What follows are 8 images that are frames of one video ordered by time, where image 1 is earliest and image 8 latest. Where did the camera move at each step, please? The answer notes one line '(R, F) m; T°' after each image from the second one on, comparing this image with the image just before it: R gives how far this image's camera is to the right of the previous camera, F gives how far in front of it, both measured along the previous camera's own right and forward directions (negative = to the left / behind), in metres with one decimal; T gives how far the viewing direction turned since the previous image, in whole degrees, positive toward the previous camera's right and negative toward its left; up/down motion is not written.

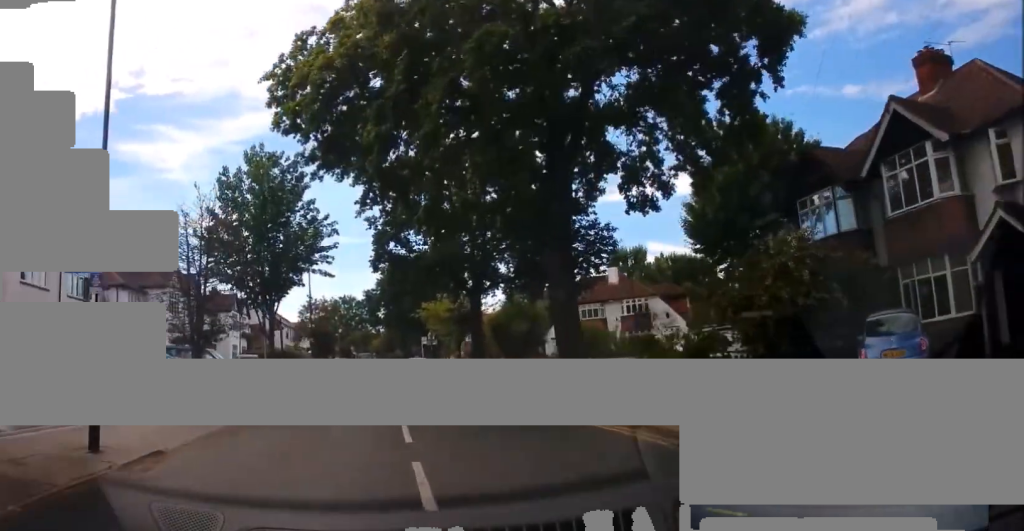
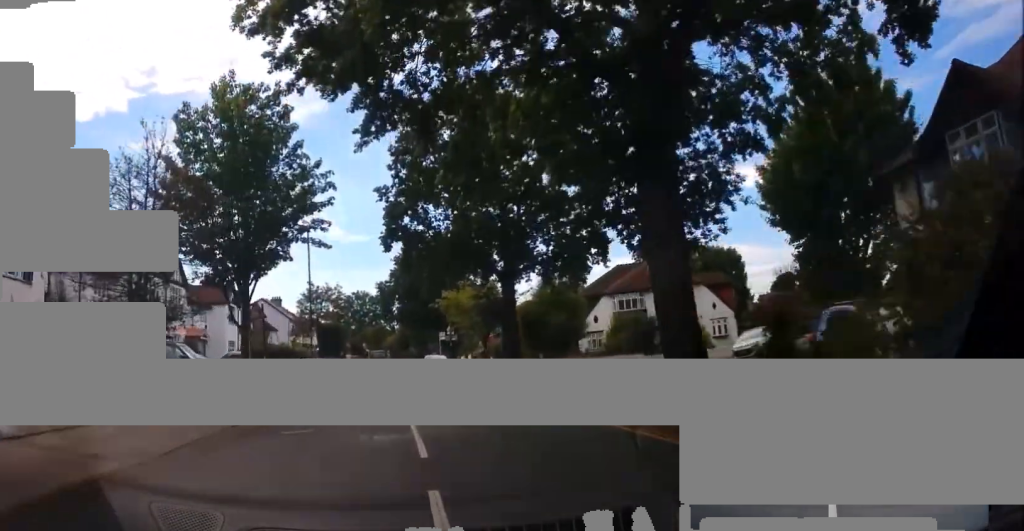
(+0.2, +6.3) m; -1°
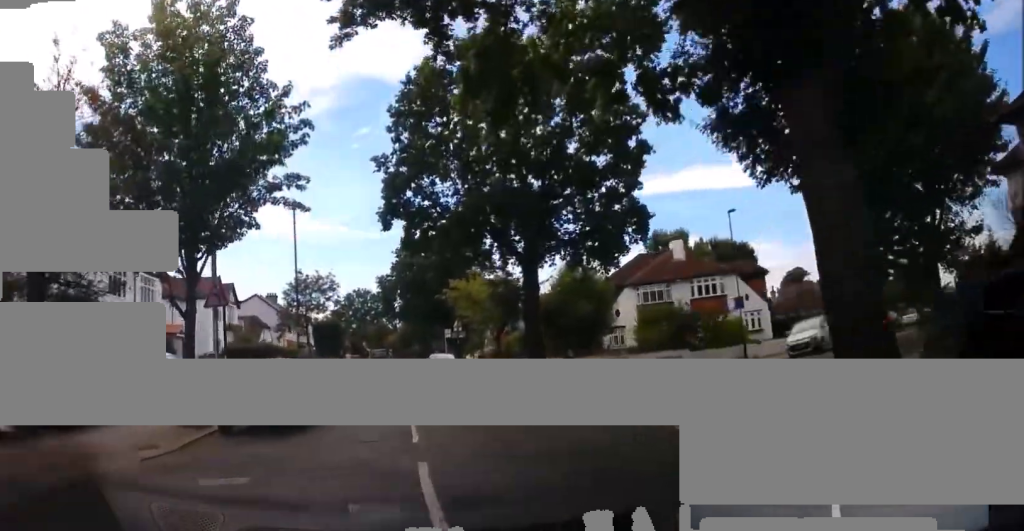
(-0.4, +5.0) m; -1°
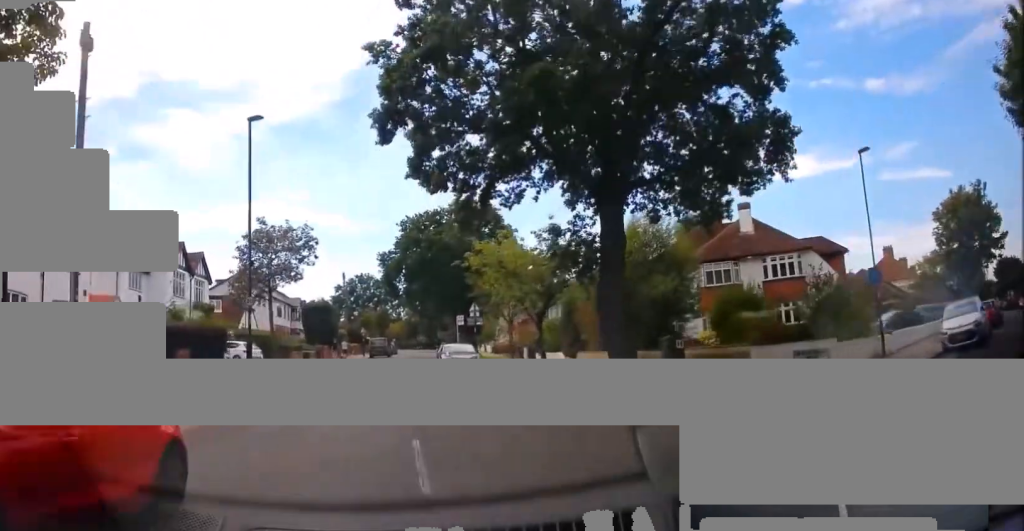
(+0.4, +10.5) m; +2°
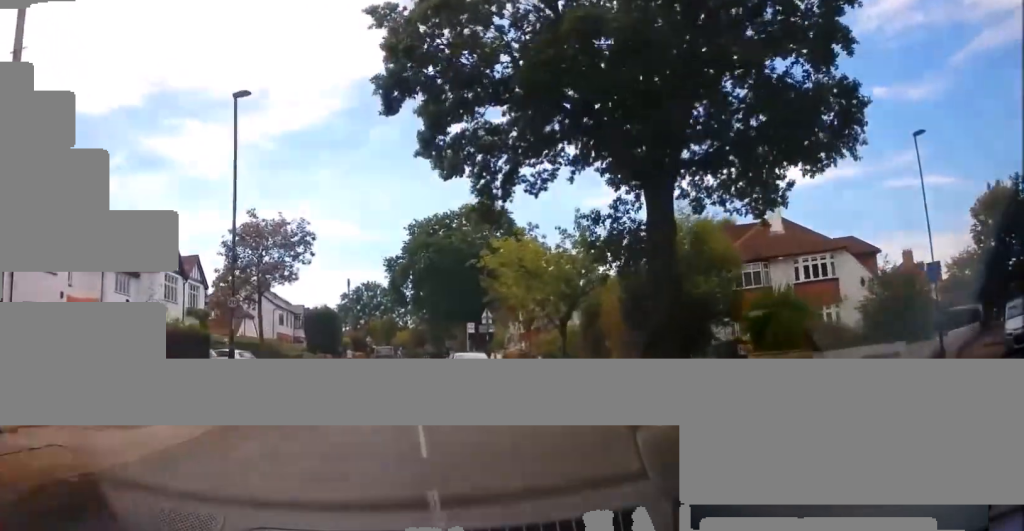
(-0.1, +3.1) m; 0°
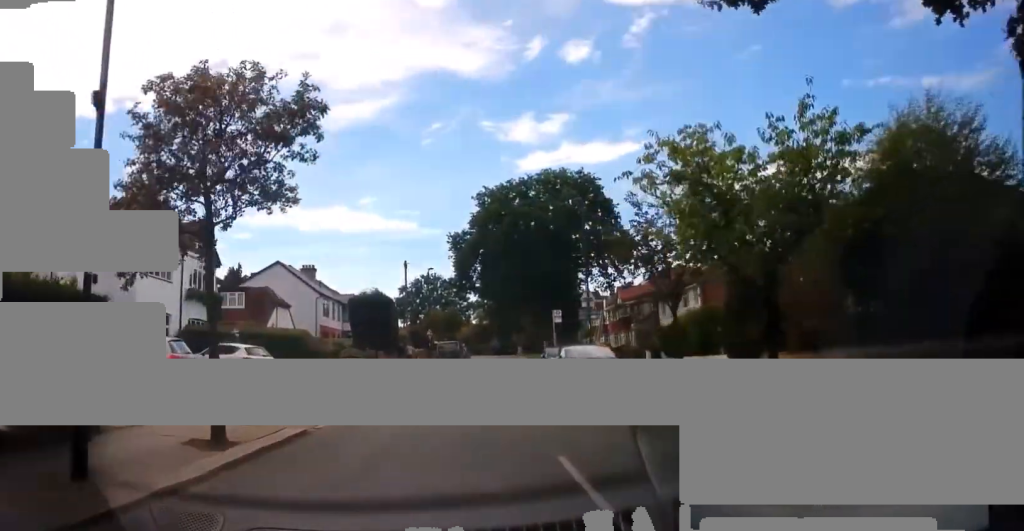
(-0.4, +12.1) m; -6°
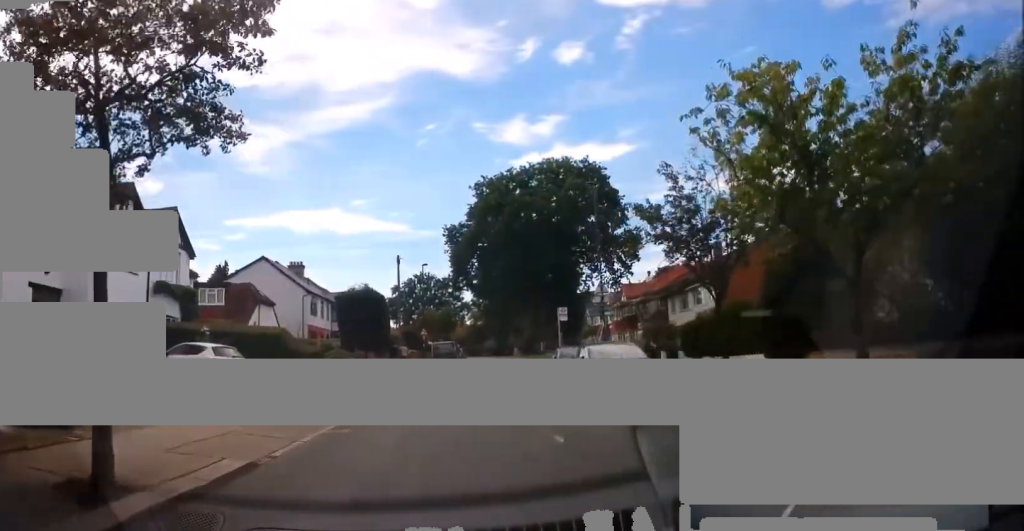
(-0.1, +3.7) m; -1°
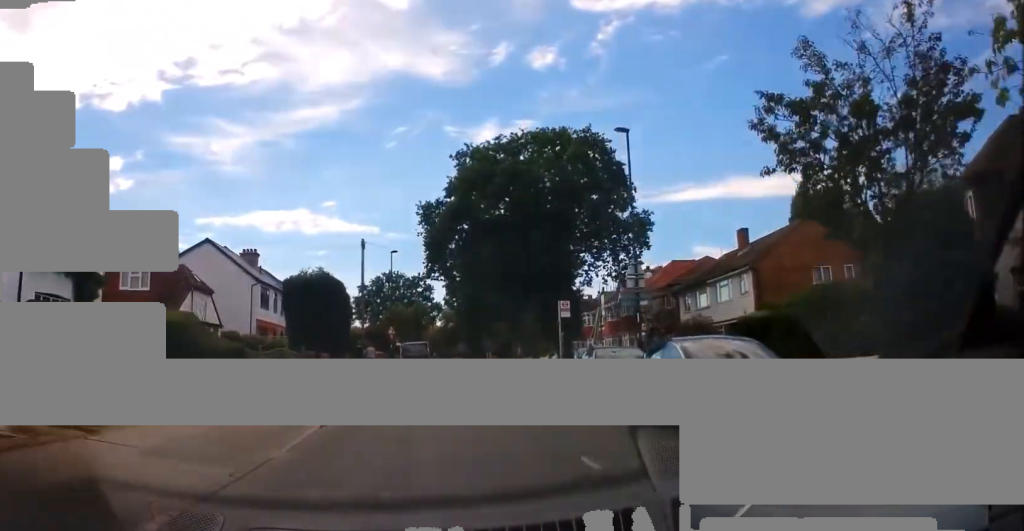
(0.0, +8.2) m; +1°
